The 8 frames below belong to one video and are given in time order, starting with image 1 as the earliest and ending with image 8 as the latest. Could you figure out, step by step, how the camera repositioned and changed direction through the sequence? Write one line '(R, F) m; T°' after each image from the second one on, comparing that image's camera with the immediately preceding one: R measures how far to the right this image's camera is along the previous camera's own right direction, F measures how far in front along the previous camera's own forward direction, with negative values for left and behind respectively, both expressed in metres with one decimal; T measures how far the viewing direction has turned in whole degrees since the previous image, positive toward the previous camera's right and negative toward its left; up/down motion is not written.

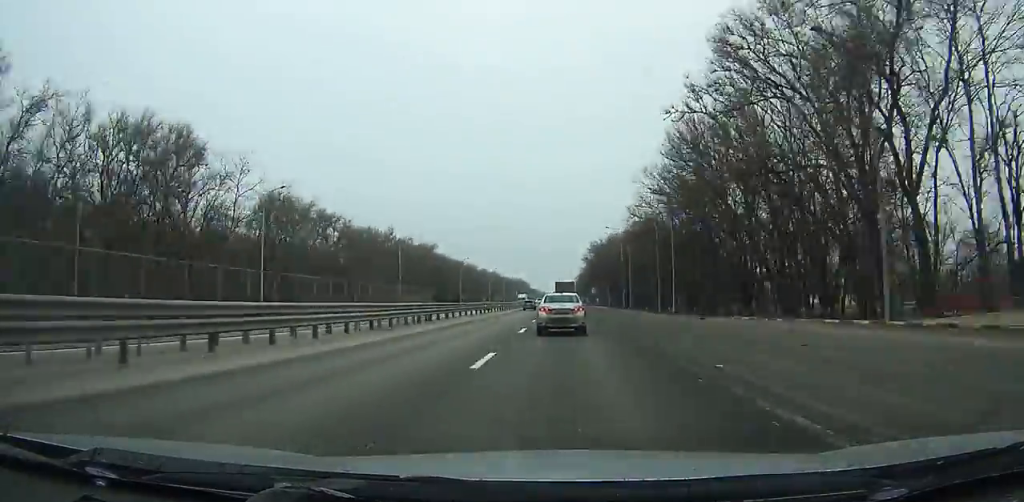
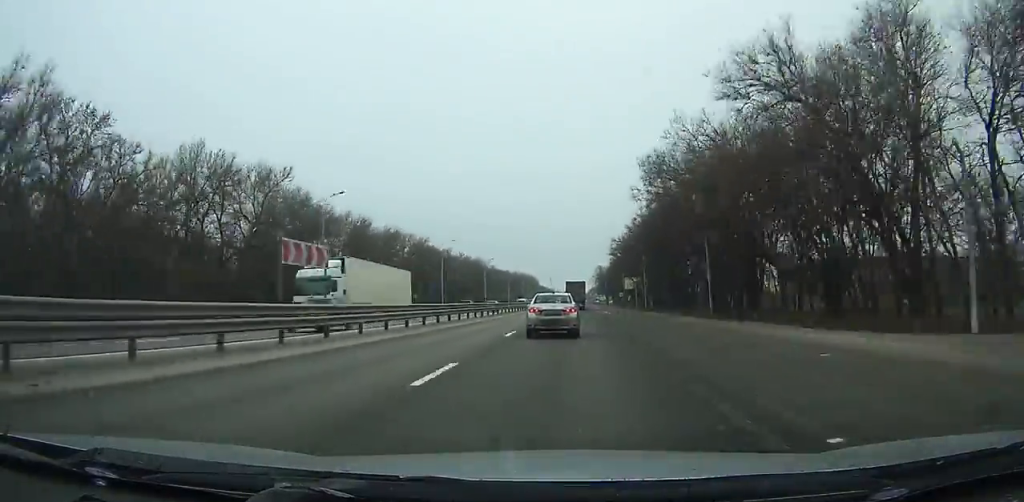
(-1.4, +85.9) m; -1°
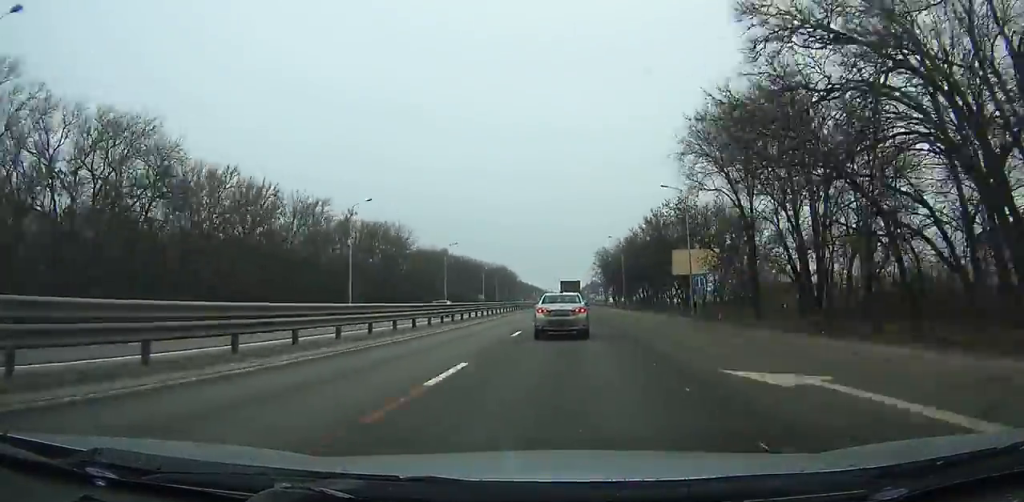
(+0.3, +83.8) m; 0°
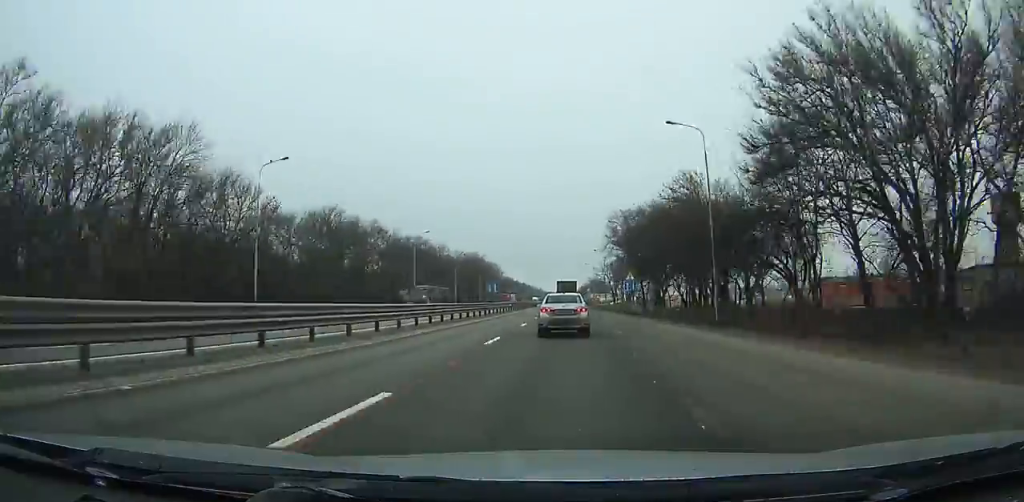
(+0.3, +64.2) m; 0°
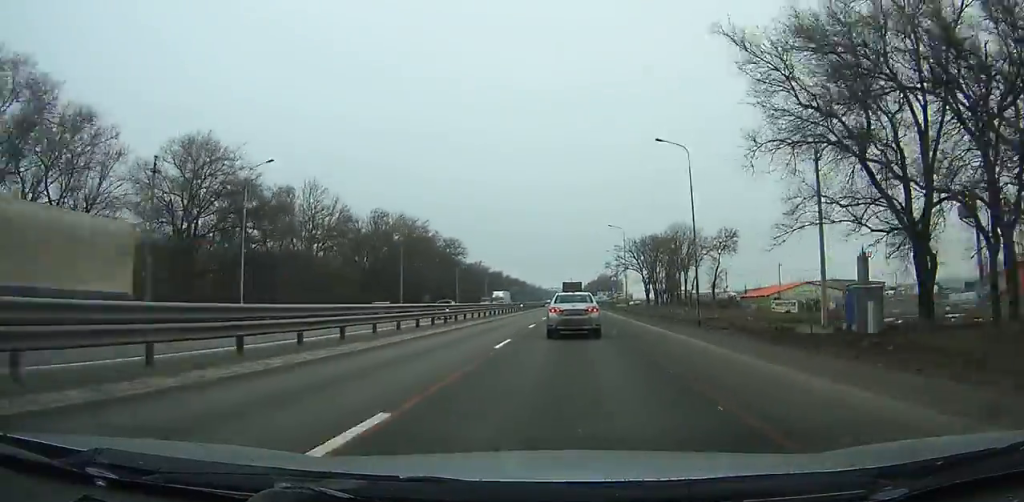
(+0.1, +84.1) m; 0°
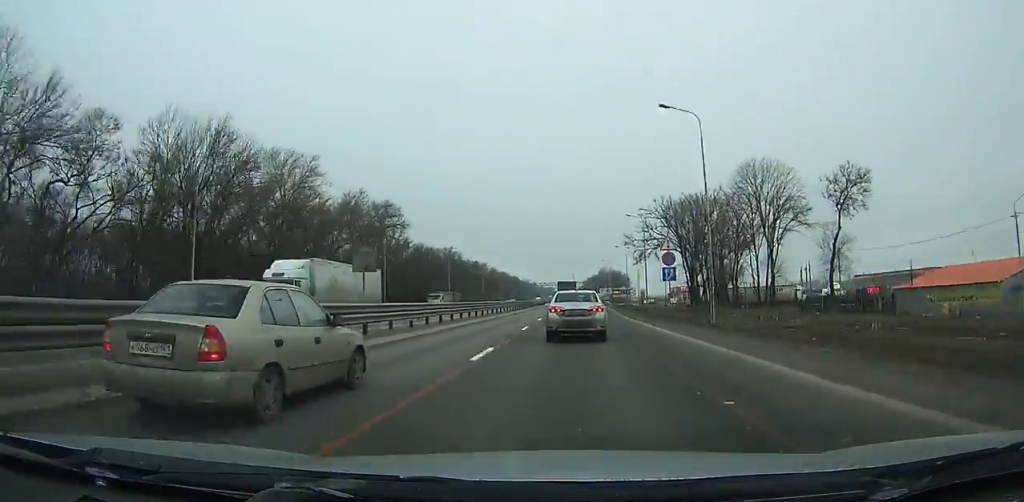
(-0.3, +49.0) m; 0°
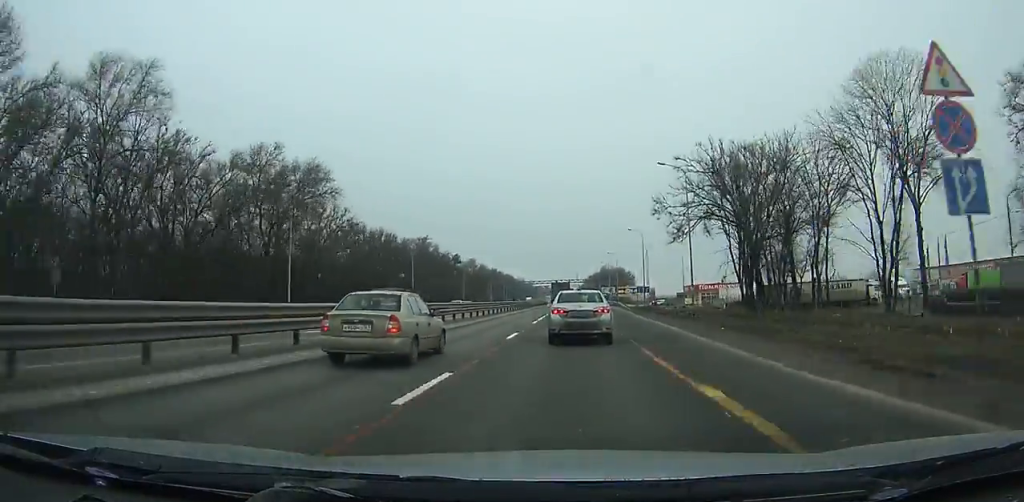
(0.0, +27.4) m; 0°
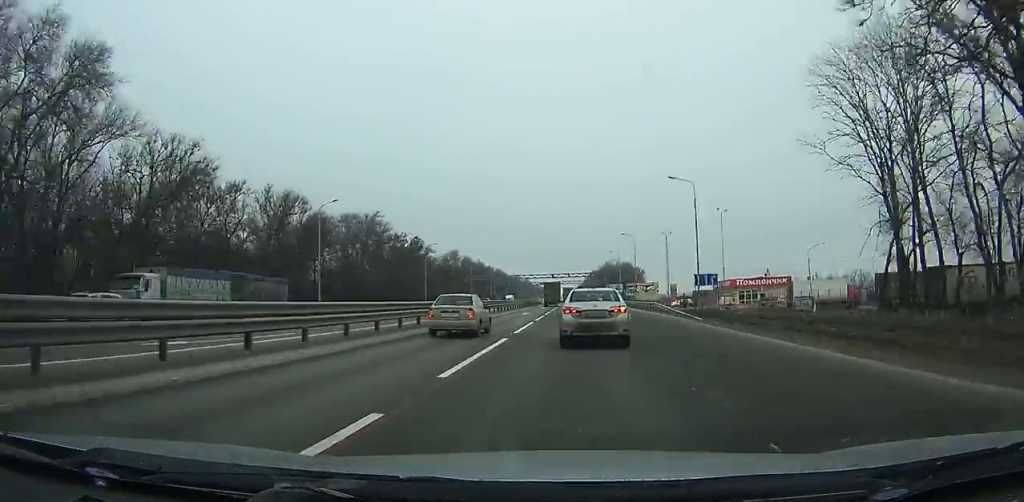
(+0.2, +35.0) m; +1°
